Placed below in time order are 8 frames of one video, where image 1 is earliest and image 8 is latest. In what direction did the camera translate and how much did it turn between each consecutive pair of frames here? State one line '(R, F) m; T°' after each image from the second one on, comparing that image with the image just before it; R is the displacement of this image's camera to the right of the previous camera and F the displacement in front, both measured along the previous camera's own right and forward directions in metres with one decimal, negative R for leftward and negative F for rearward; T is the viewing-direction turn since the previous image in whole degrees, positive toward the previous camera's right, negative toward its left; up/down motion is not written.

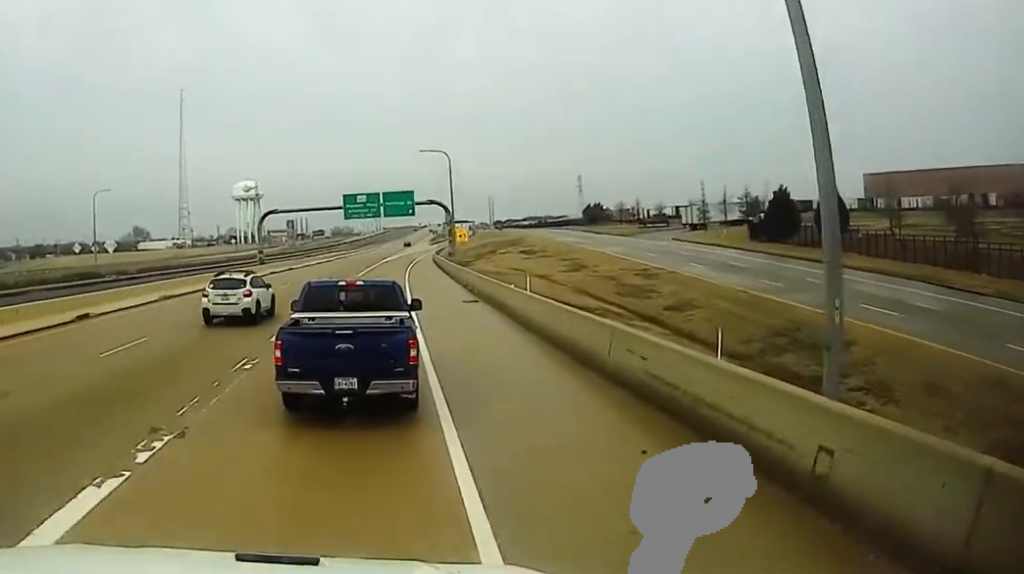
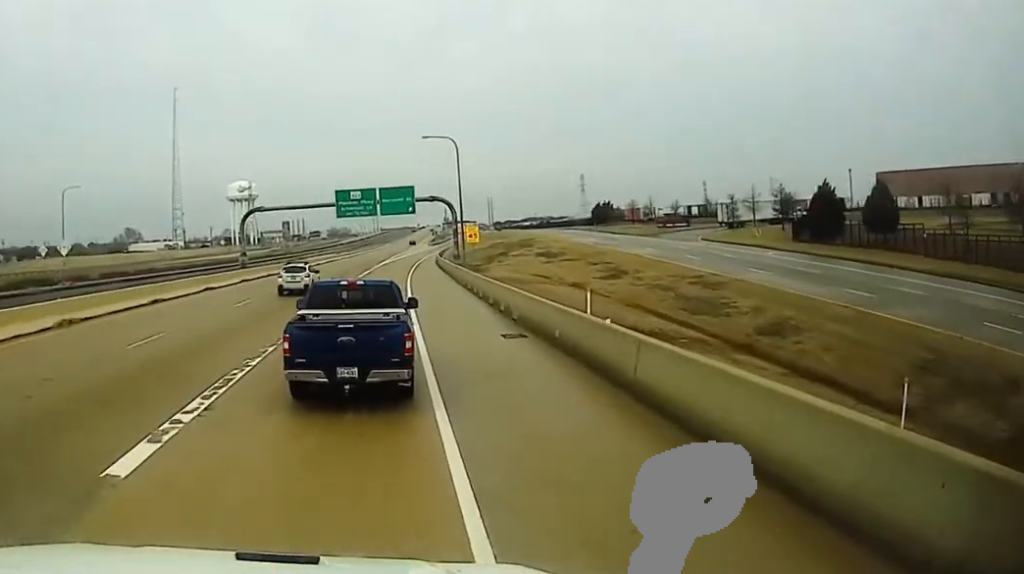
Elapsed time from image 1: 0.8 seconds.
(-0.4, +12.8) m; -2°
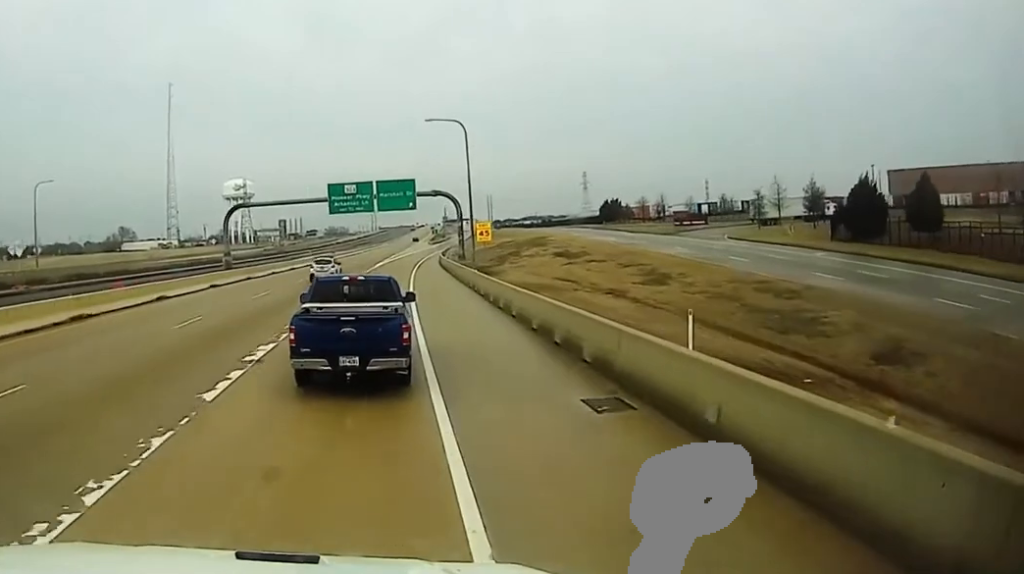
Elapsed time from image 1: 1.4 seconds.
(0.0, +9.7) m; 0°
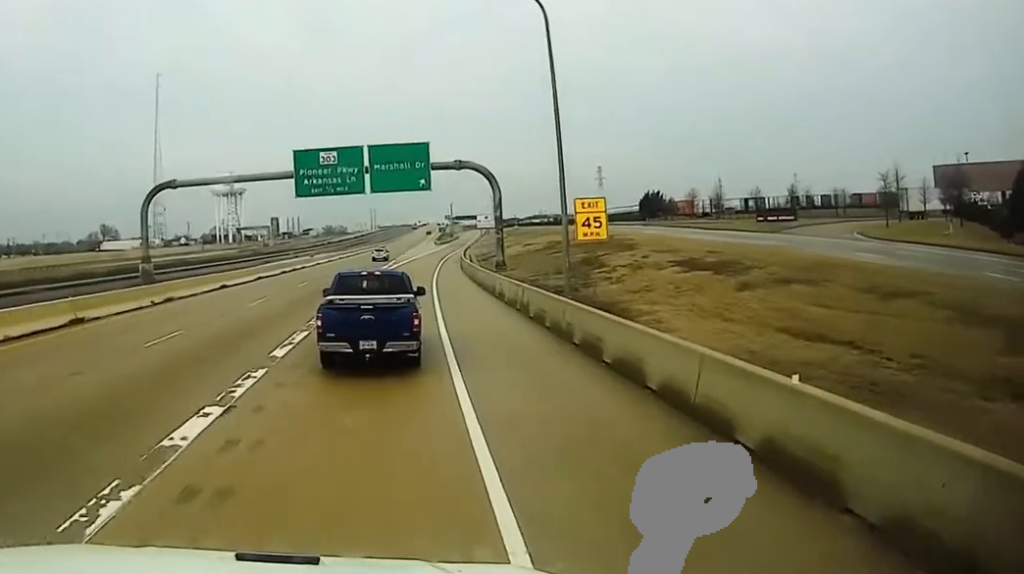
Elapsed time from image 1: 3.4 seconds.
(0.0, +33.3) m; 0°
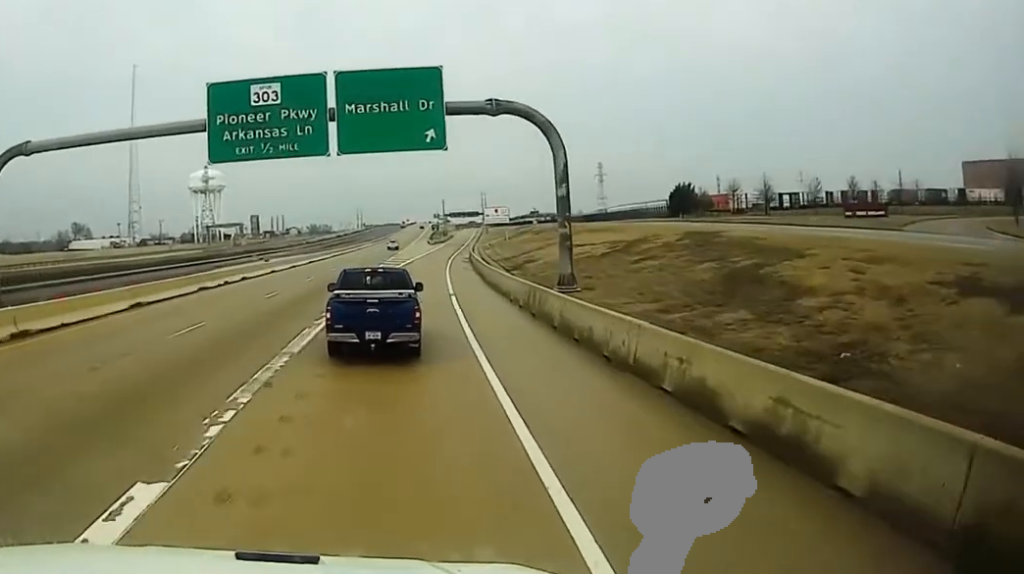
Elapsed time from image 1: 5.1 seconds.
(0.0, +25.8) m; +3°
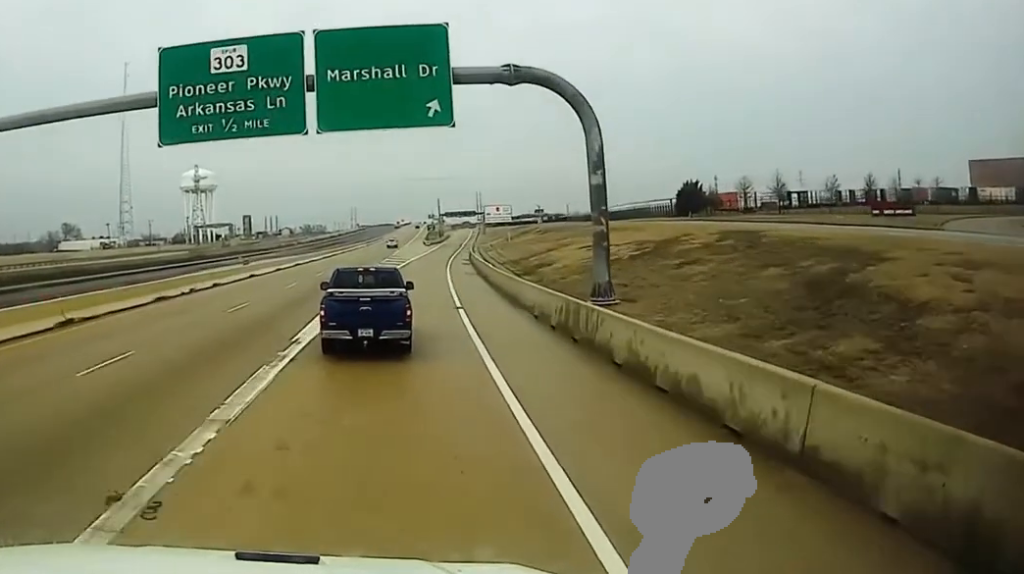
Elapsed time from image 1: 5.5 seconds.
(0.0, +6.5) m; +1°
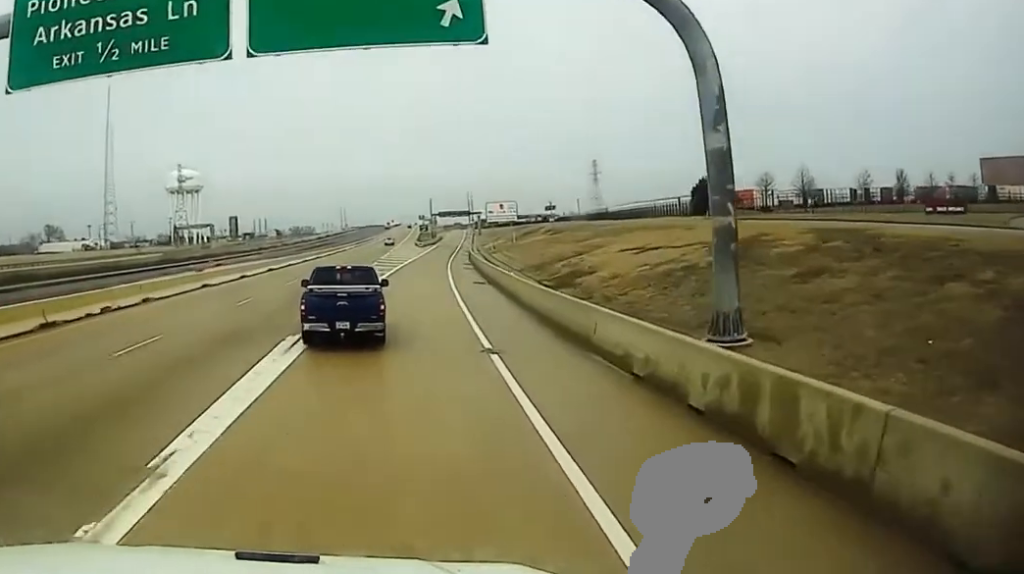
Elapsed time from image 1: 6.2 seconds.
(+0.8, +10.7) m; 0°
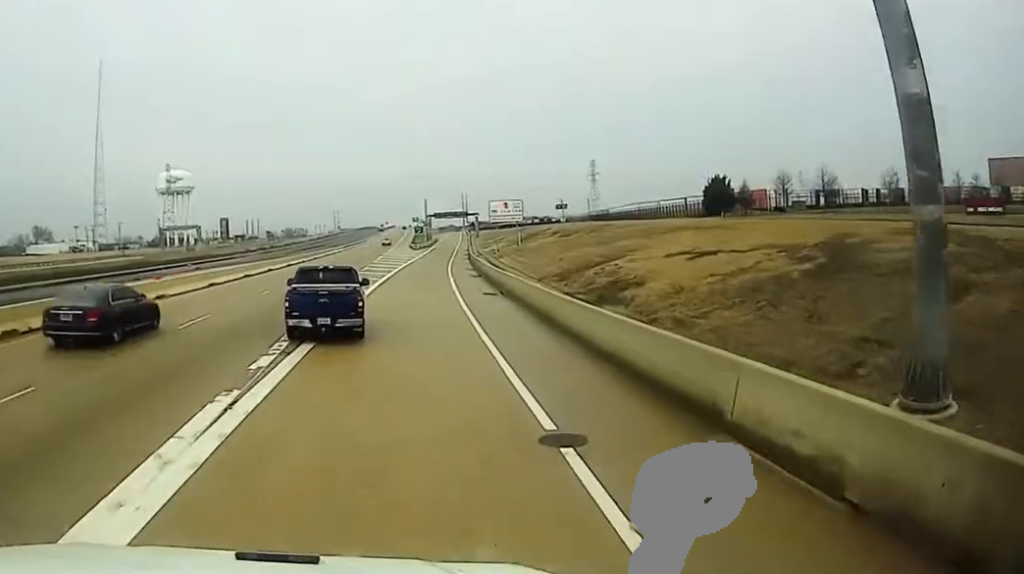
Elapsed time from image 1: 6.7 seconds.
(-0.3, +7.3) m; -1°
